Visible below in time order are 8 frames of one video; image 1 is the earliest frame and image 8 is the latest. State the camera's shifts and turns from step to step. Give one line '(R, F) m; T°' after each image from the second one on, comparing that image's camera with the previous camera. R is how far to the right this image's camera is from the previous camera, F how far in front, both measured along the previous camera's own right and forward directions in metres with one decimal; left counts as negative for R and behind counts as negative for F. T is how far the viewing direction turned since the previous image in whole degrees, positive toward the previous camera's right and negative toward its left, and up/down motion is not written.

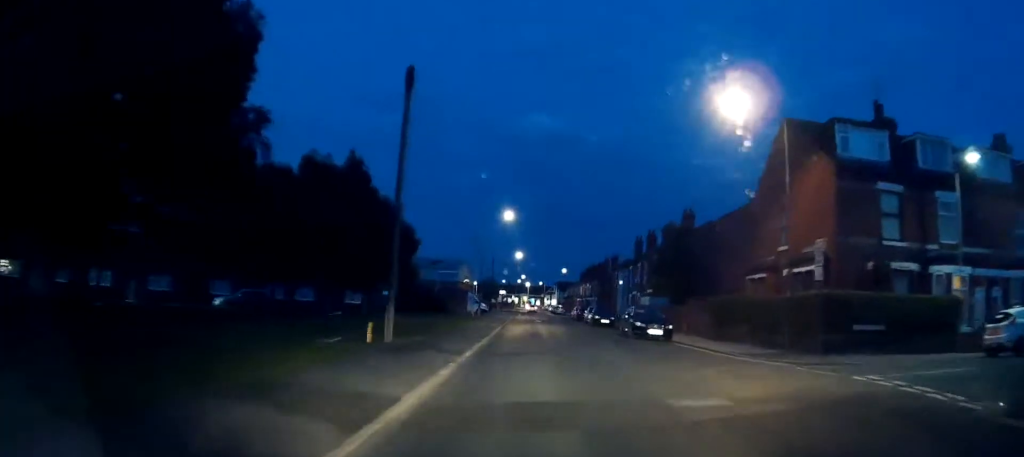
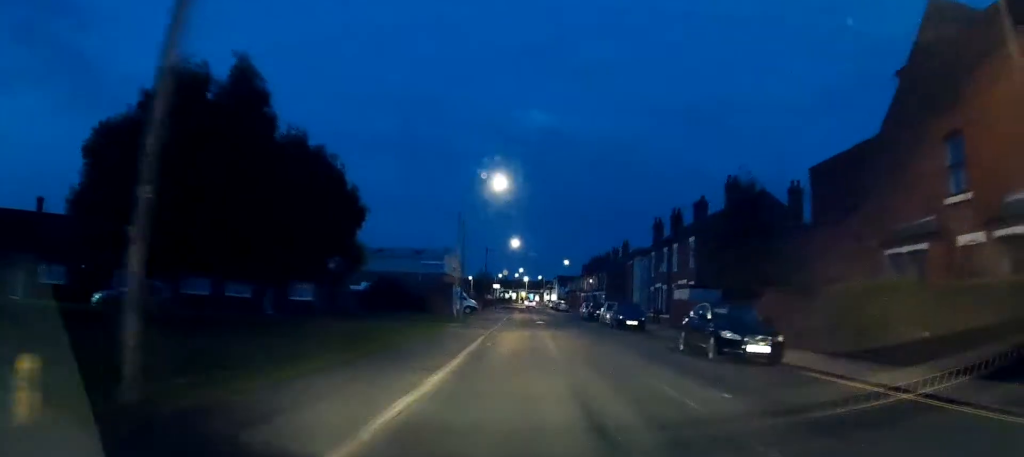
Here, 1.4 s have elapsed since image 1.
(+0.5, +12.0) m; +5°
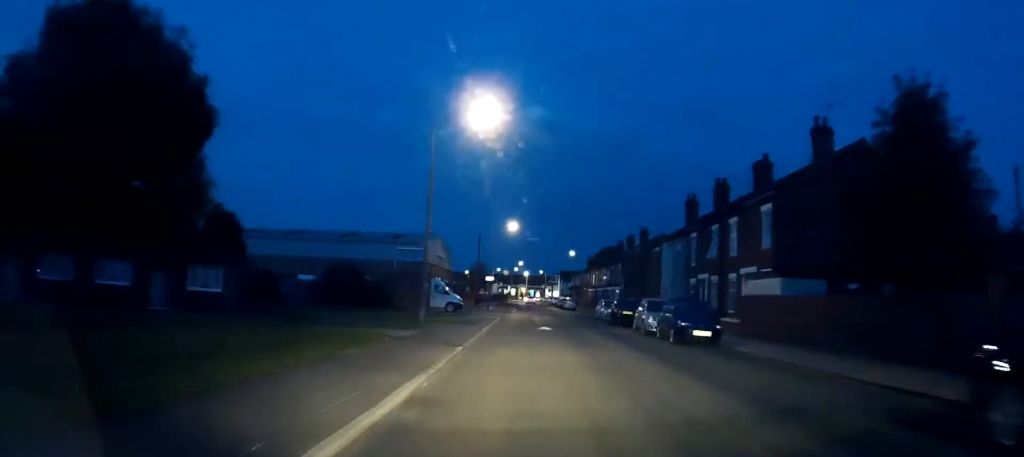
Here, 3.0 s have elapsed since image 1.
(+0.5, +13.3) m; +2°
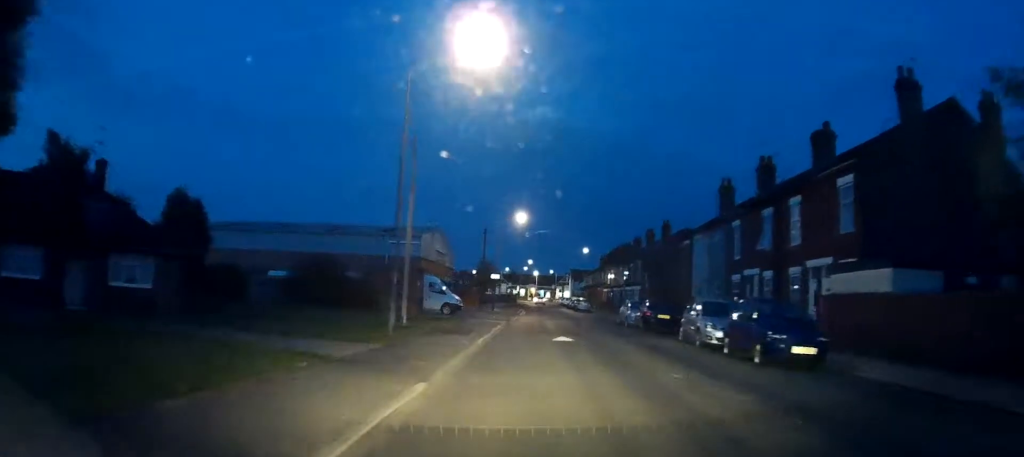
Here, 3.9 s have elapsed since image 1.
(-0.3, +7.0) m; 0°
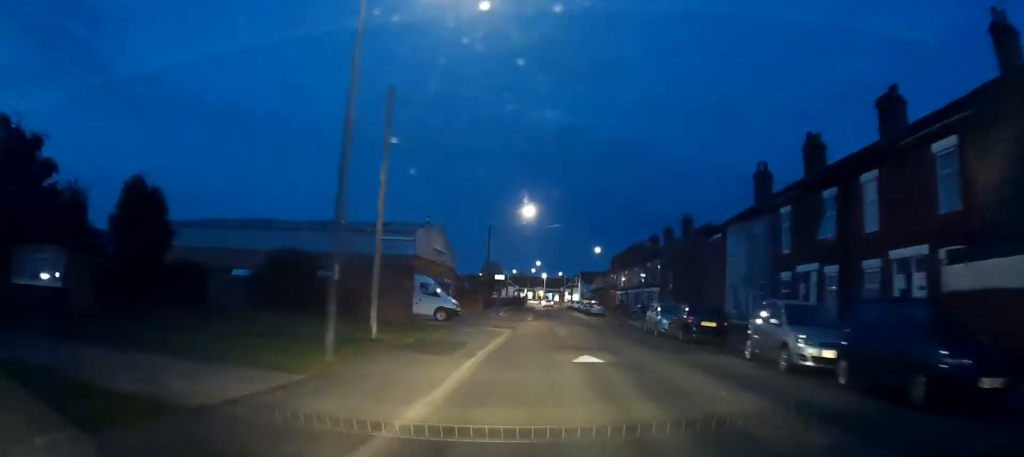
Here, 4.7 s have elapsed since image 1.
(+0.4, +5.8) m; +1°
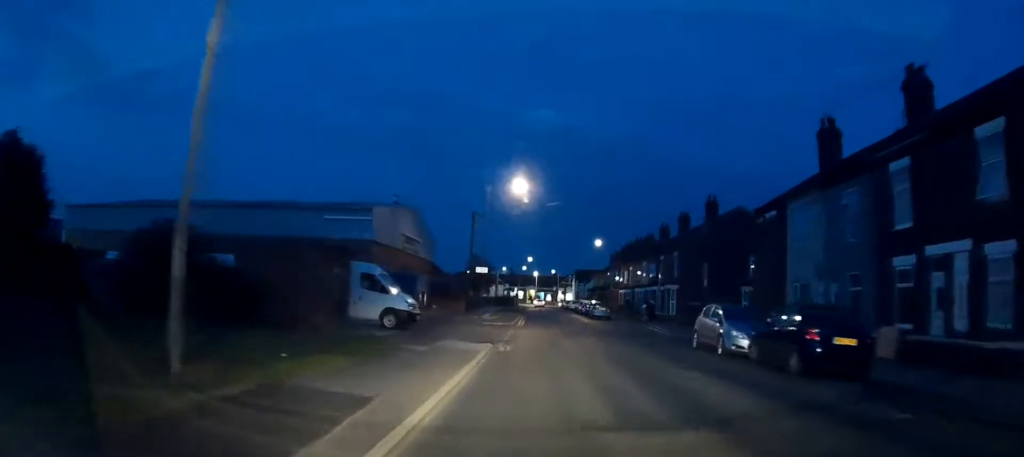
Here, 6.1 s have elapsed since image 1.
(-0.4, +10.2) m; -1°
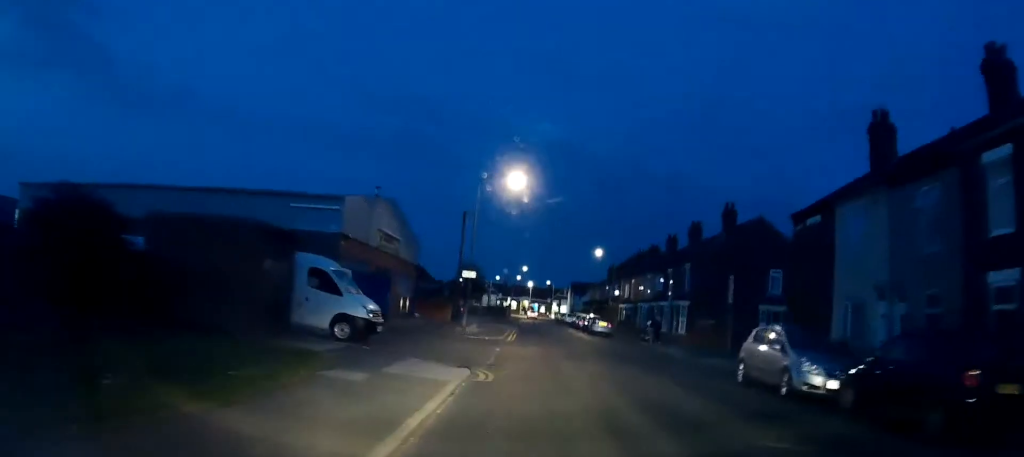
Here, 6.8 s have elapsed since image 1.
(-0.1, +4.9) m; +3°
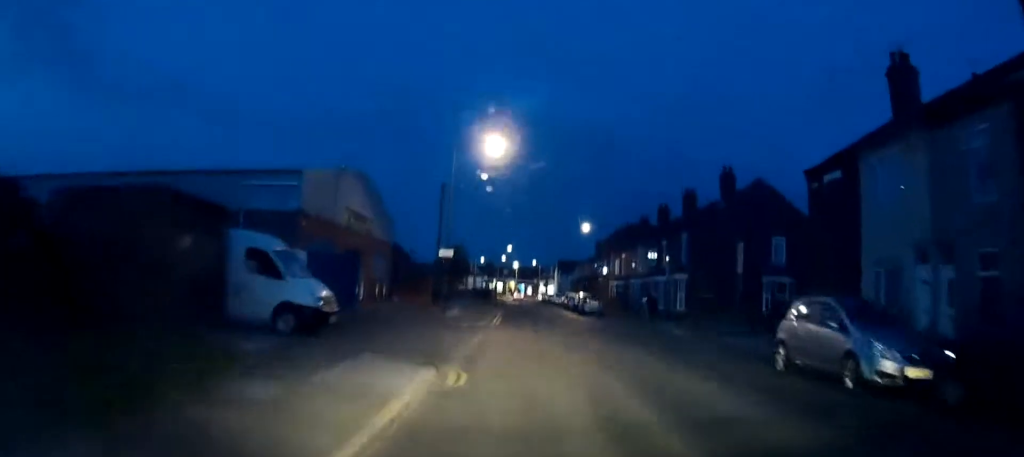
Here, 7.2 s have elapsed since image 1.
(+0.2, +3.1) m; +1°
